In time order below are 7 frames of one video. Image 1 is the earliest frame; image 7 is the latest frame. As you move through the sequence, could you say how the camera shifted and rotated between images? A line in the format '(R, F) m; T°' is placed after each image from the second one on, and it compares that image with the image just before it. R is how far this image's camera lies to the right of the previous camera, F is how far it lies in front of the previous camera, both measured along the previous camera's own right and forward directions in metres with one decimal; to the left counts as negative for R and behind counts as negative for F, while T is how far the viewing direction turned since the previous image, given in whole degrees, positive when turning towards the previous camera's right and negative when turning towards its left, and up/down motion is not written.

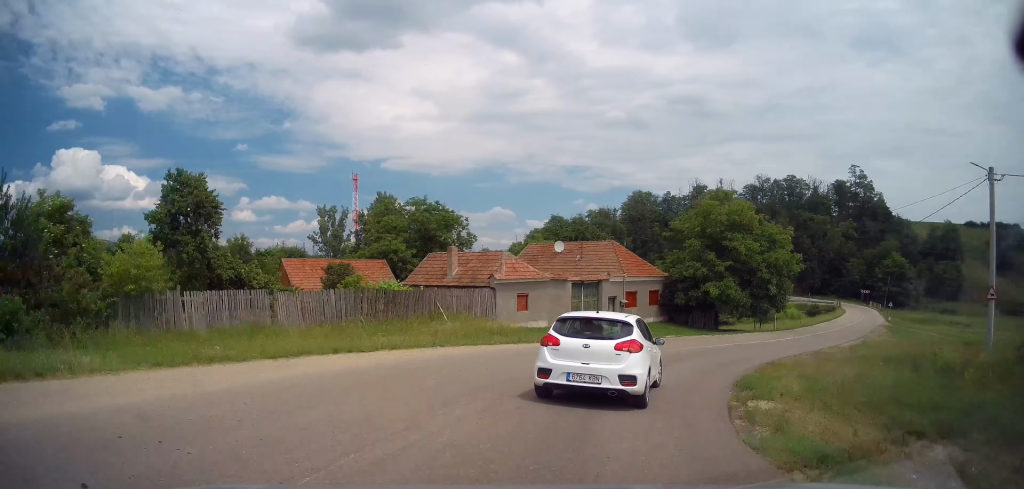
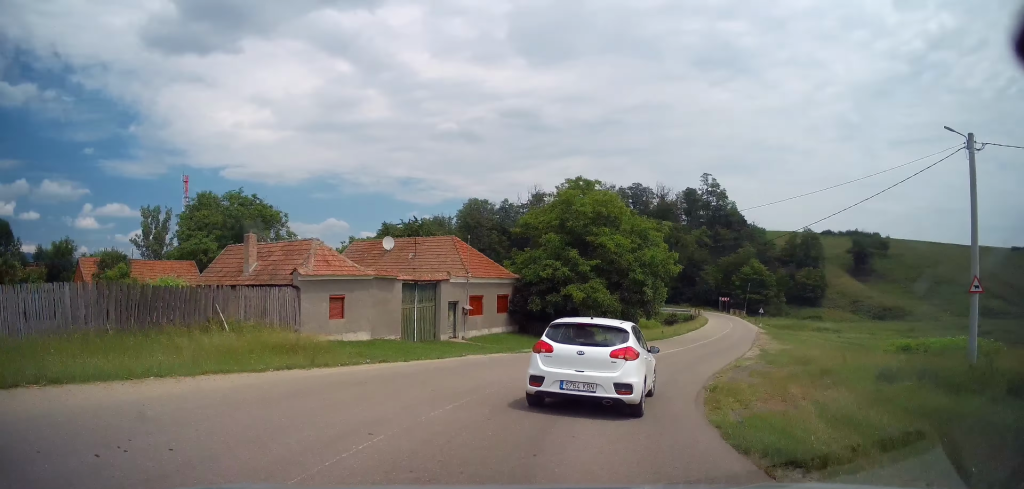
(+1.1, +7.0) m; +17°
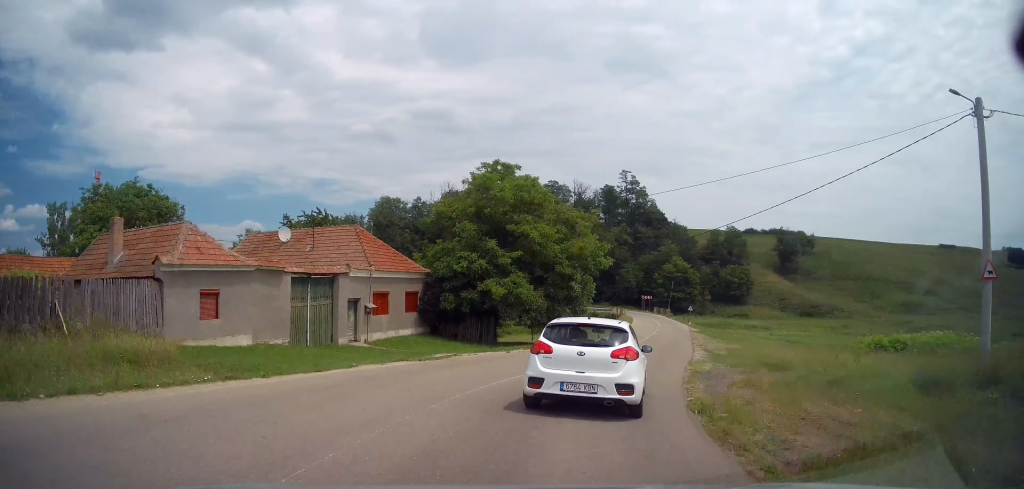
(+0.4, +4.1) m; +8°
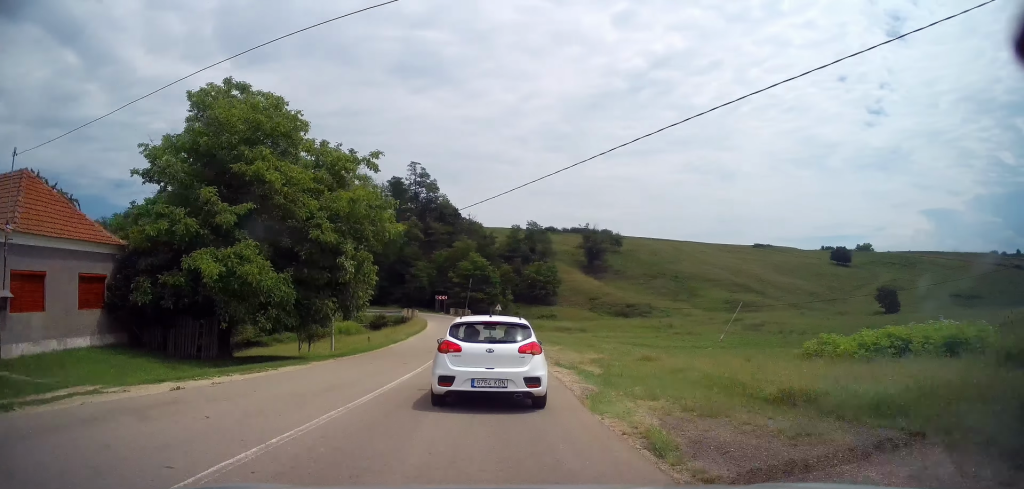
(+1.9, +11.4) m; +19°
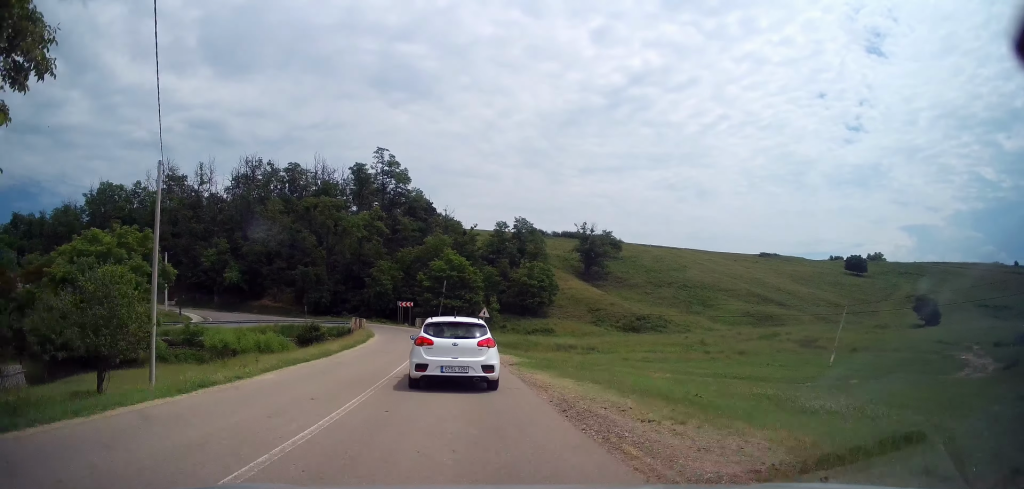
(+2.6, +20.5) m; +8°
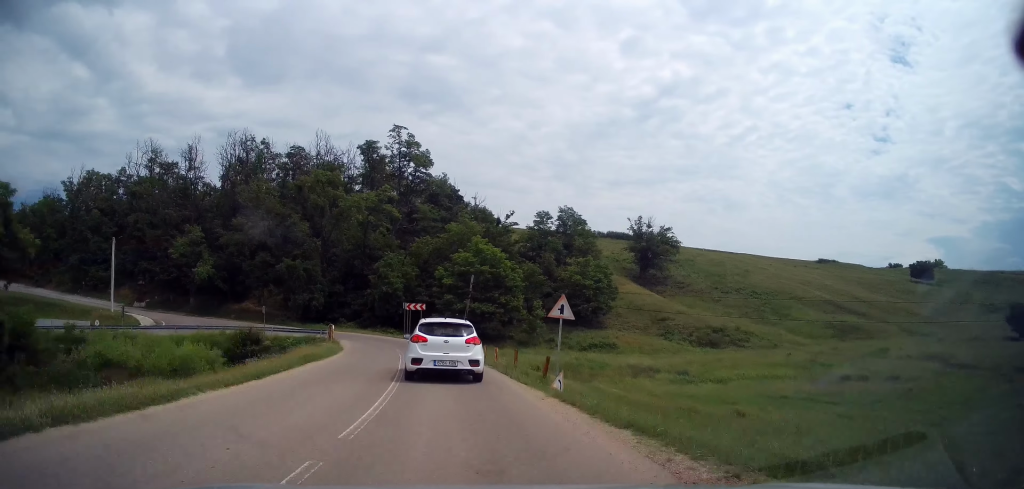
(0.0, +18.9) m; -2°
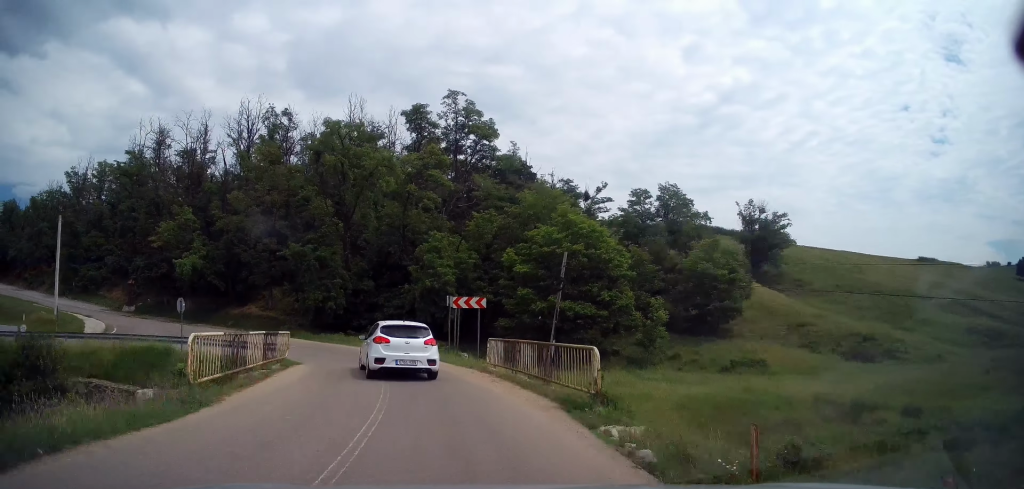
(-1.2, +18.9) m; -8°
